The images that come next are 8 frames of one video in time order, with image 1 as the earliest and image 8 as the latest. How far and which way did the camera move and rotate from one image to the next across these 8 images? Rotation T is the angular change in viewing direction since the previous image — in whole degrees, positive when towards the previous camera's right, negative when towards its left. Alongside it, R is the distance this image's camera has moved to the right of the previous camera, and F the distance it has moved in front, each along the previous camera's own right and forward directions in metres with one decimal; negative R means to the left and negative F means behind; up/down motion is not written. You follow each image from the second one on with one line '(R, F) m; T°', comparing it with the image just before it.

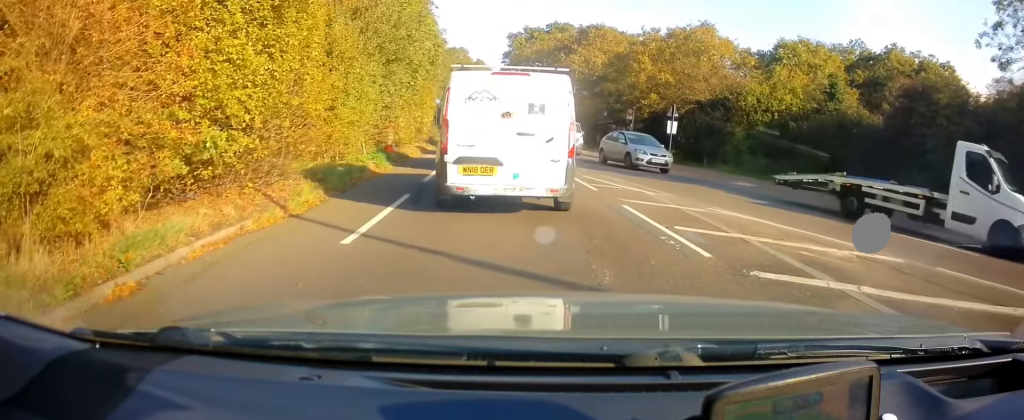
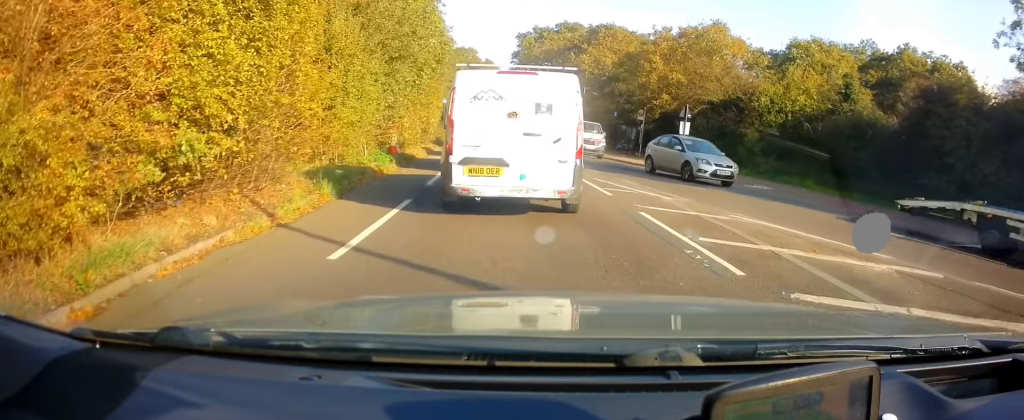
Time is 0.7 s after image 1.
(-0.1, +0.8) m; 0°
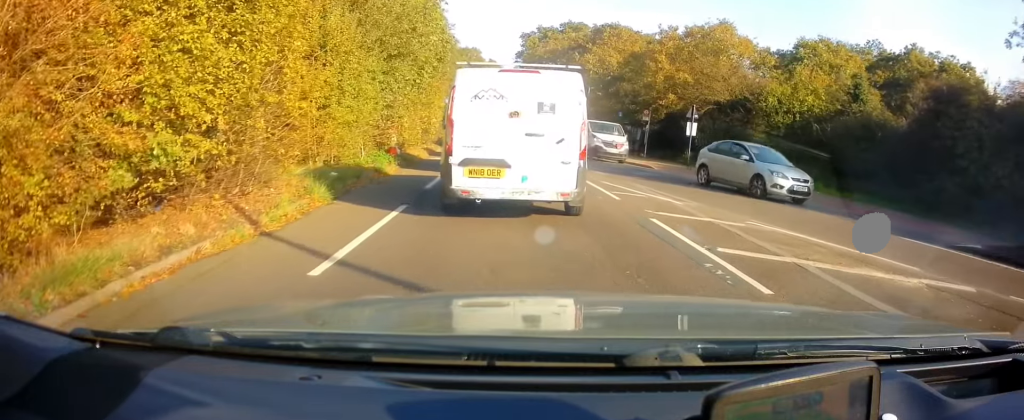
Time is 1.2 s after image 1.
(+0.1, +0.7) m; 0°
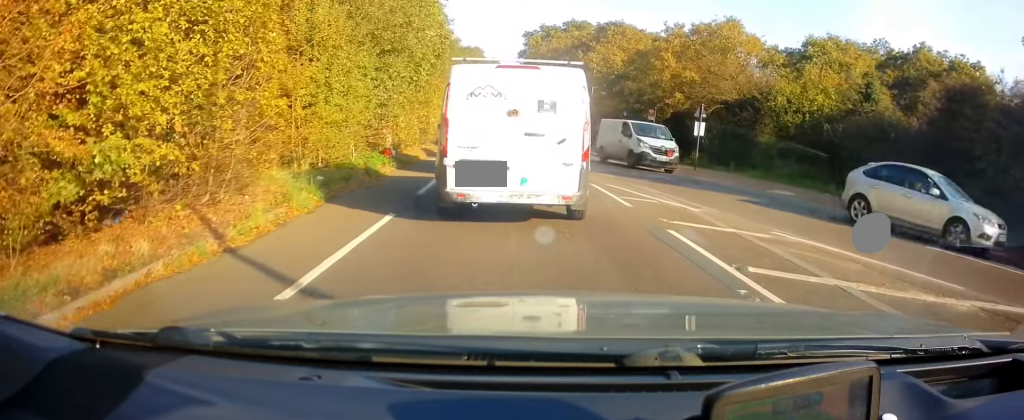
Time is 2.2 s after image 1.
(+0.5, +0.7) m; 0°
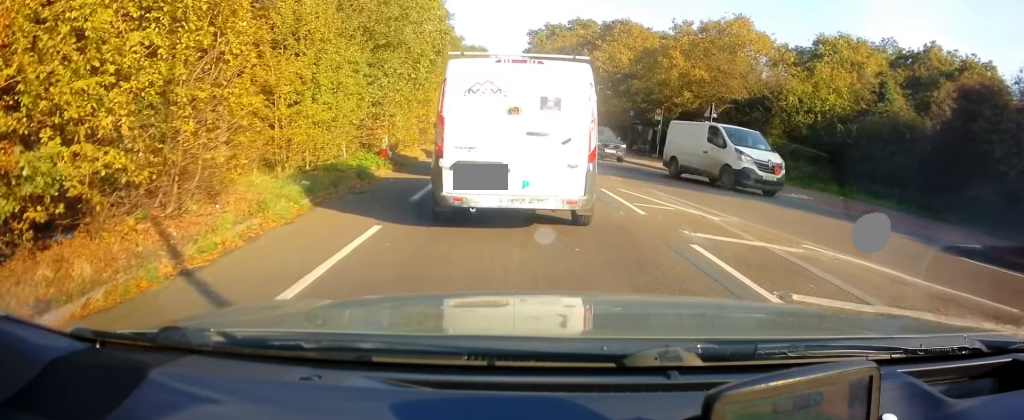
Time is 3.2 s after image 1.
(-0.1, +0.9) m; 0°
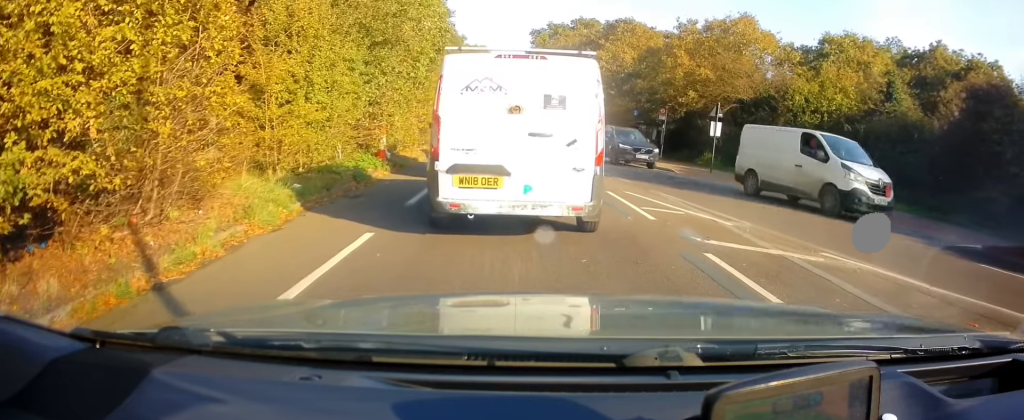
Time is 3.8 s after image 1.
(0.0, +0.4) m; 0°
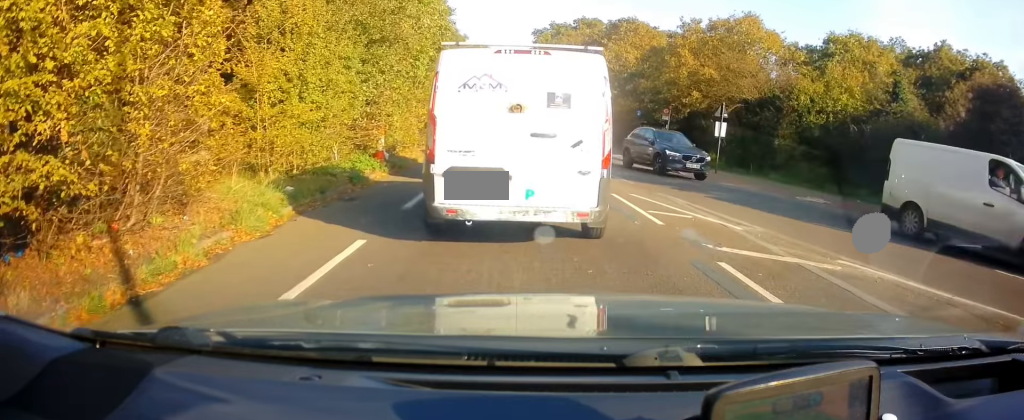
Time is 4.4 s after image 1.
(+0.1, +0.5) m; 0°
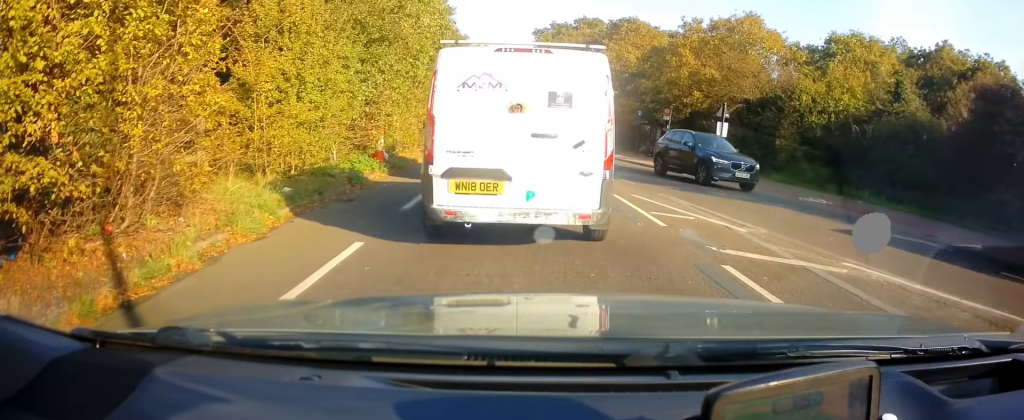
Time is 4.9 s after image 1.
(0.0, +0.2) m; 0°
